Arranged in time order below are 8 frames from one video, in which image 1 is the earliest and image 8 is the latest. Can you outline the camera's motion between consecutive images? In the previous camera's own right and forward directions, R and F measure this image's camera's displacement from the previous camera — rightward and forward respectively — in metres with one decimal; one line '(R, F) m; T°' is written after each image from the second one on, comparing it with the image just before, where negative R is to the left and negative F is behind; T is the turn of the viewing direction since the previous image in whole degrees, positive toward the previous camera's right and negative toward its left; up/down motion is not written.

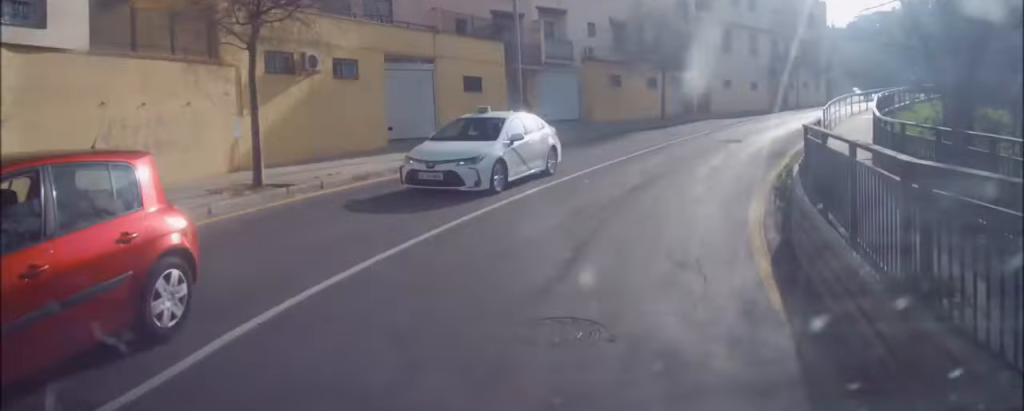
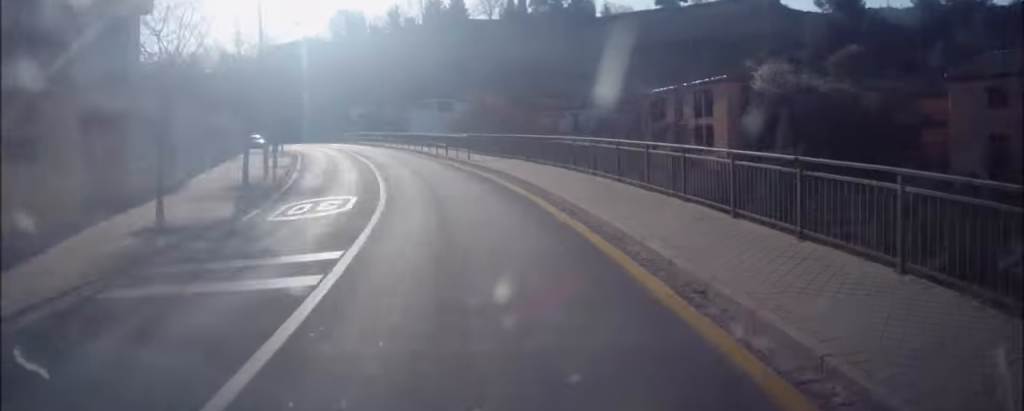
(+6.3, +44.0) m; +3°
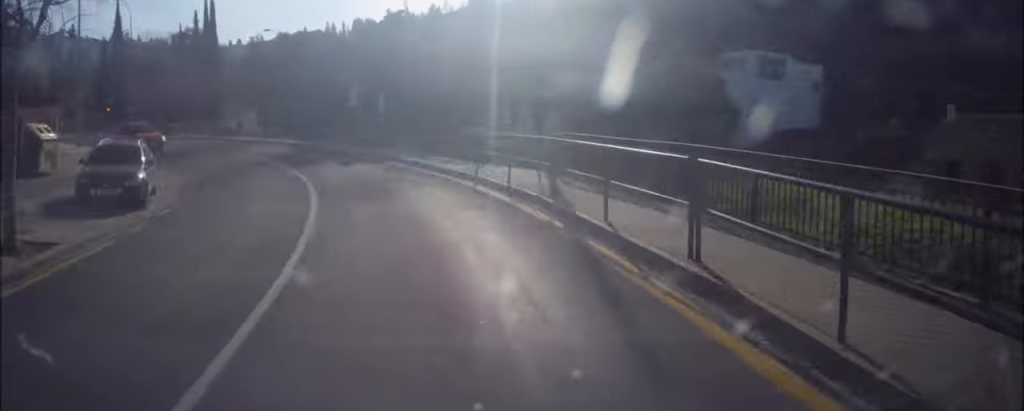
(-1.3, +41.7) m; -10°
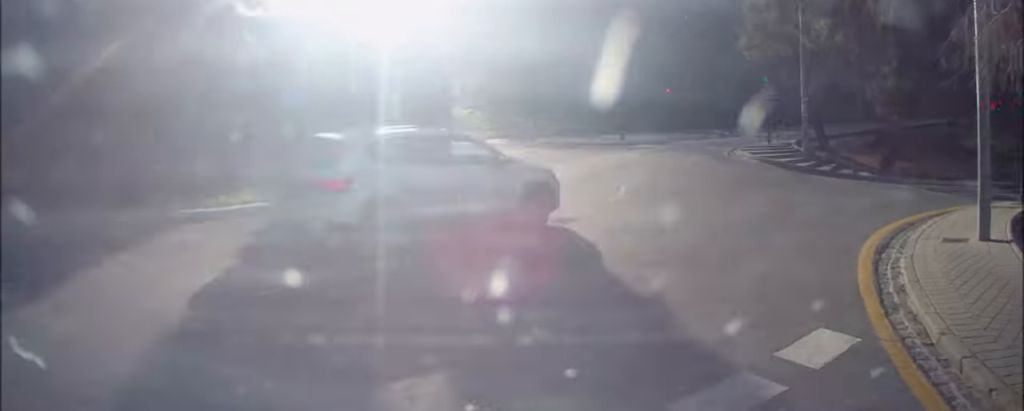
(-3.9, +61.7) m; +61°
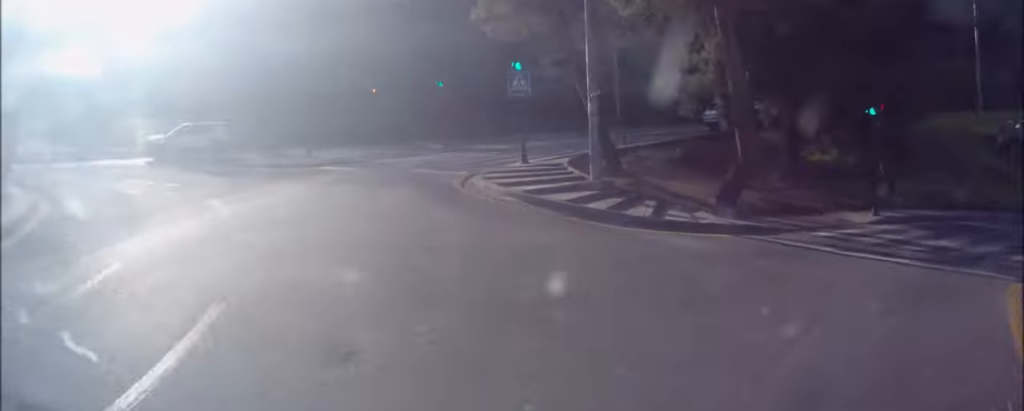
(+3.4, +7.6) m; +49°
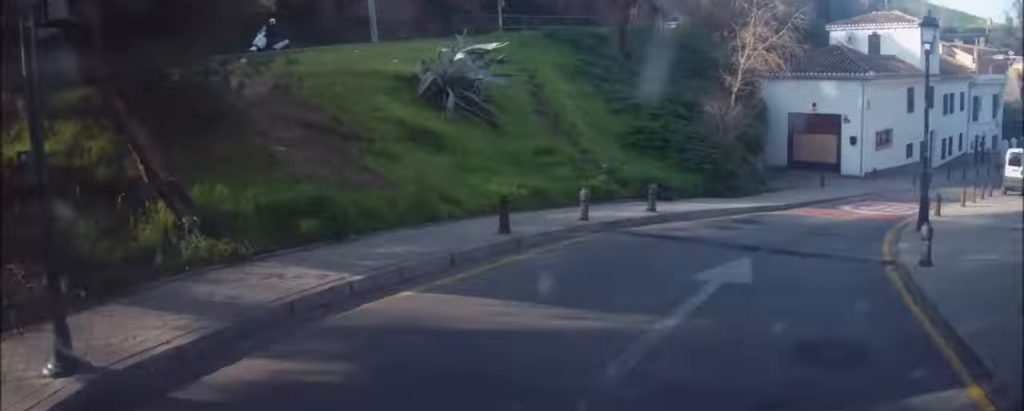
(+7.3, +12.7) m; +32°
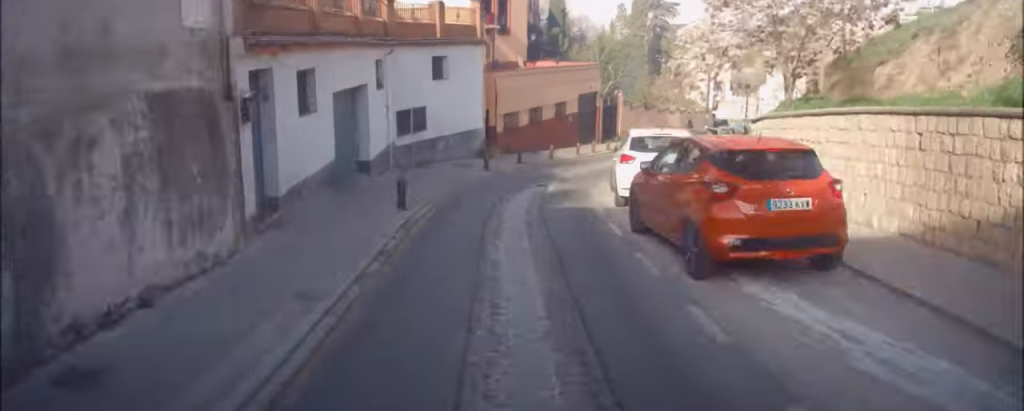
(+35.5, +55.9) m; +48°
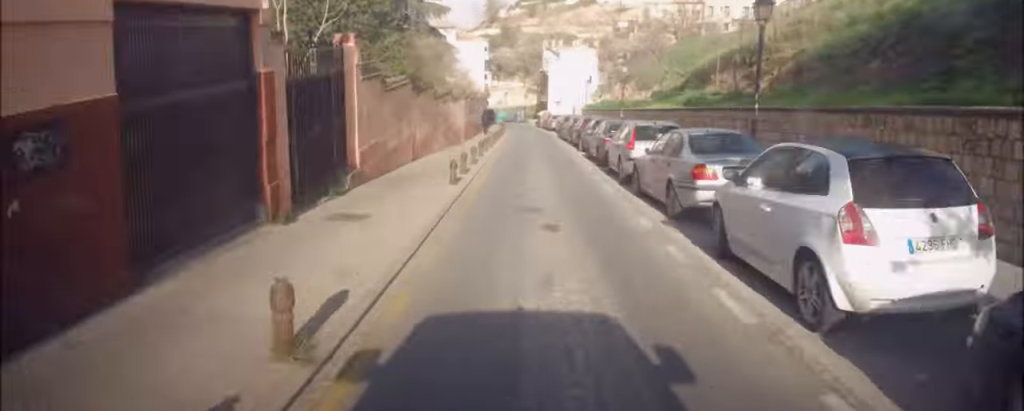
(+2.5, +26.6) m; +5°
